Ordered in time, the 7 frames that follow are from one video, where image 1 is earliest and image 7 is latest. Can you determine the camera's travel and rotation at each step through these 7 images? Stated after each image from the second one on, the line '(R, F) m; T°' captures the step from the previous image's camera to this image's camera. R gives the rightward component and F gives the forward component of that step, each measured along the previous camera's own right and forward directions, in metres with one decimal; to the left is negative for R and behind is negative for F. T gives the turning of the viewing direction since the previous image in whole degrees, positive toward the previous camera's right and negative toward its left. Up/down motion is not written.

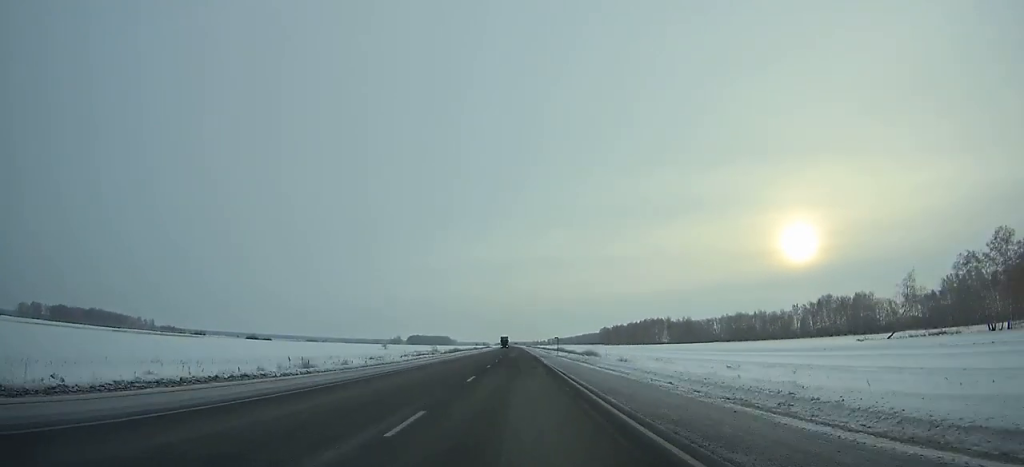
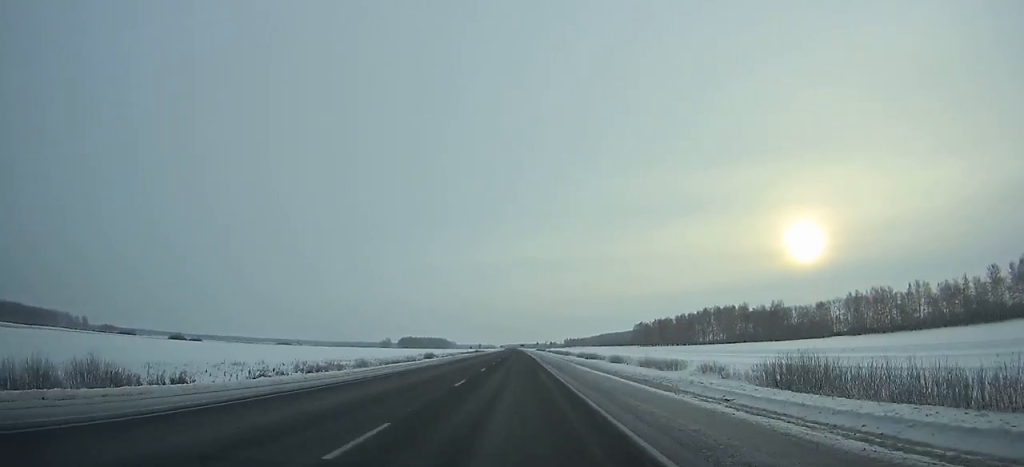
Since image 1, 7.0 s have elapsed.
(-0.9, +169.7) m; -1°
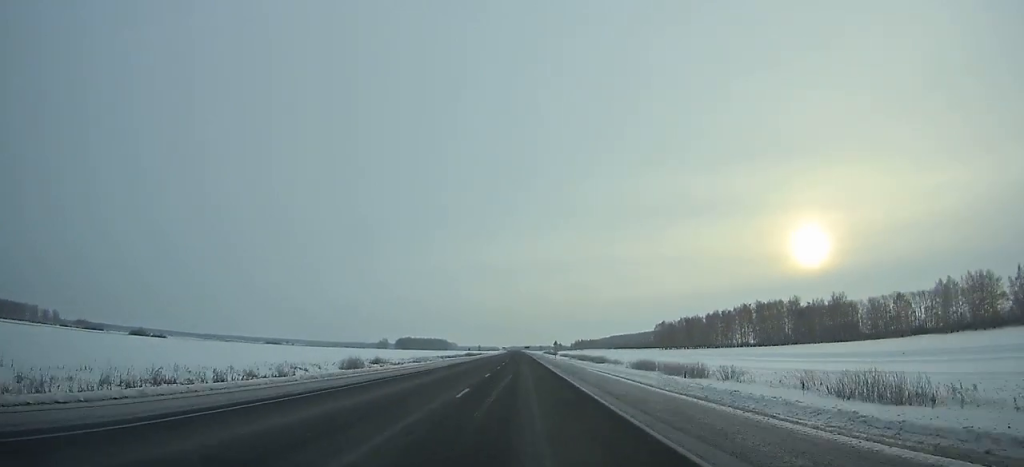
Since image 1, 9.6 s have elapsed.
(-0.2, +63.1) m; 0°
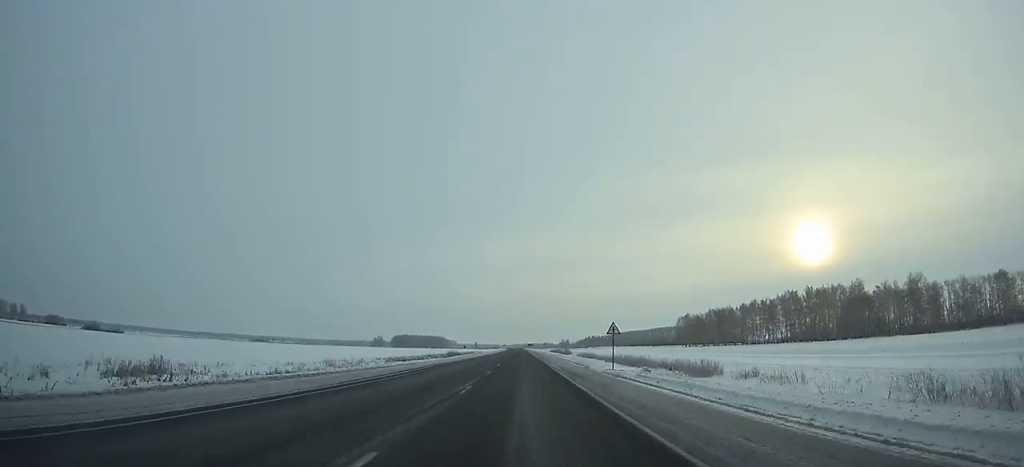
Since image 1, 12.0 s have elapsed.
(-0.2, +58.3) m; 0°
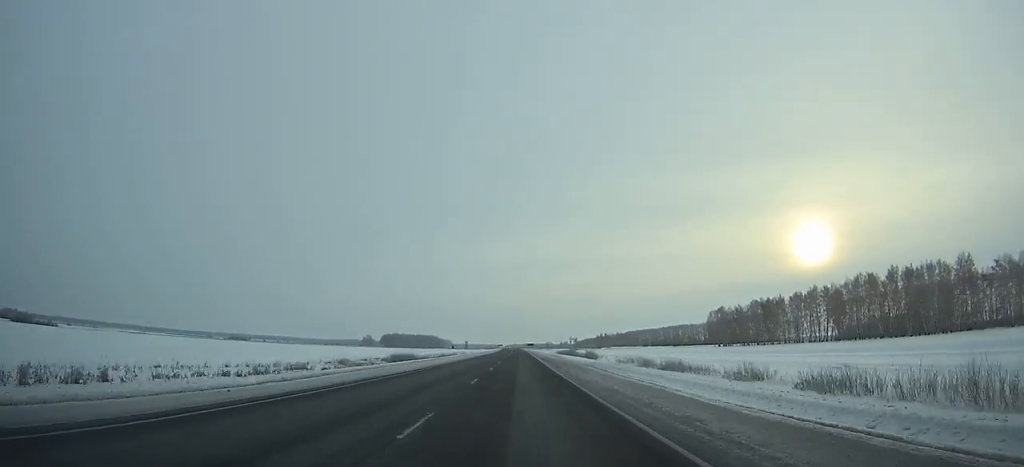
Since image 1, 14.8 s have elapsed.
(+0.2, +67.9) m; 0°
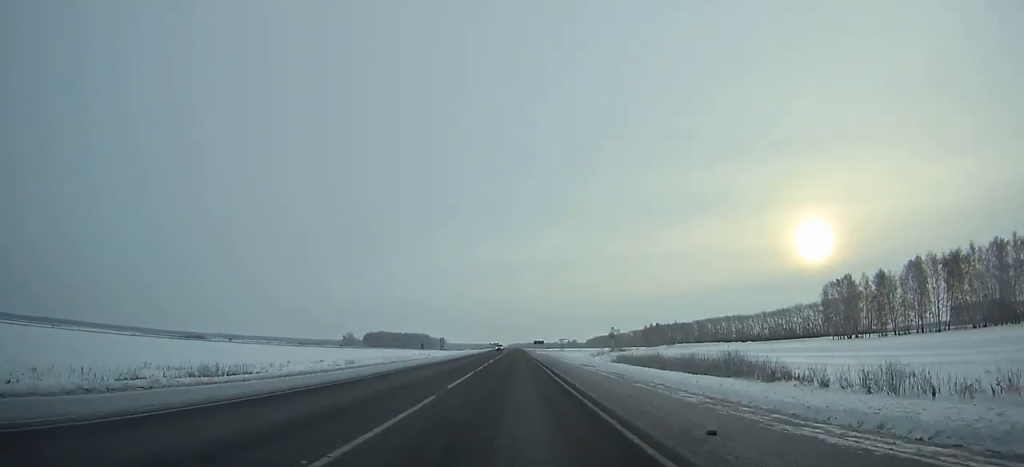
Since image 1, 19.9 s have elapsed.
(+0.2, +123.4) m; 0°
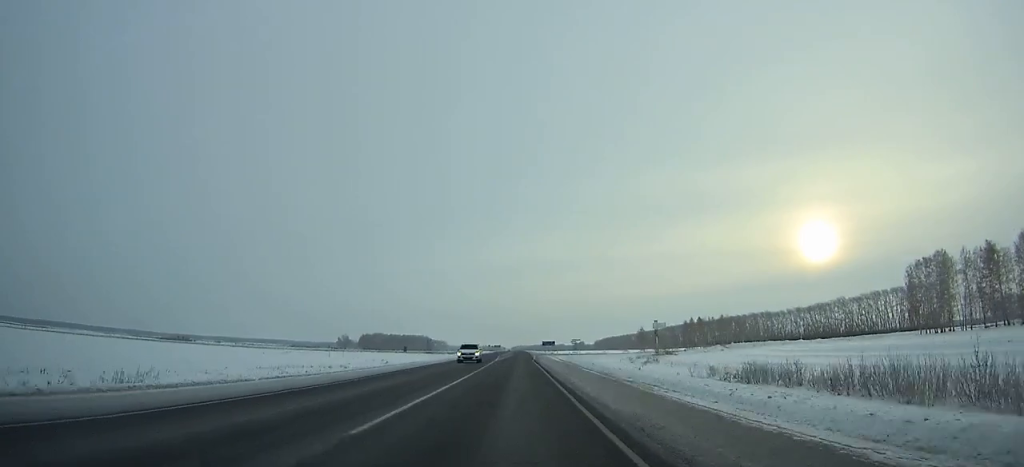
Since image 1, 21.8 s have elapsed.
(-0.1, +45.7) m; 0°
